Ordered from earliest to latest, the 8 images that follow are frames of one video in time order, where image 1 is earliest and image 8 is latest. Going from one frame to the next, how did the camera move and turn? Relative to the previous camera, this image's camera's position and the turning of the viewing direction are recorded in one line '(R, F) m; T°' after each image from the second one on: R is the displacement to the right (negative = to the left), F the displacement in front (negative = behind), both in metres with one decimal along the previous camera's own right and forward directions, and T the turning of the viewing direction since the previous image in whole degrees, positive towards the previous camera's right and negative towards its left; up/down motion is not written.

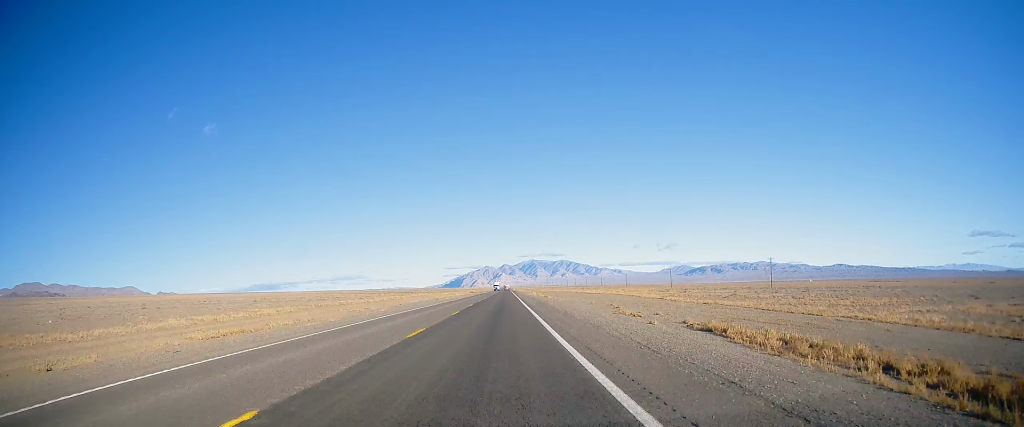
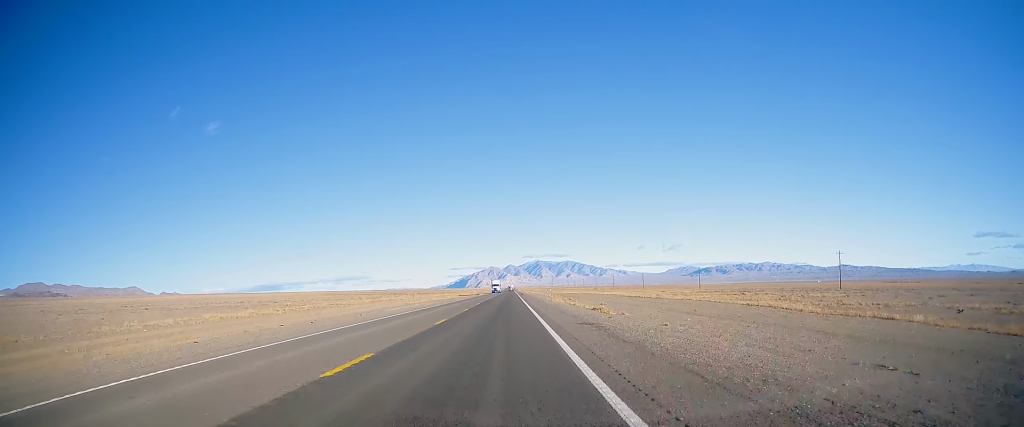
(0.0, +43.3) m; 0°
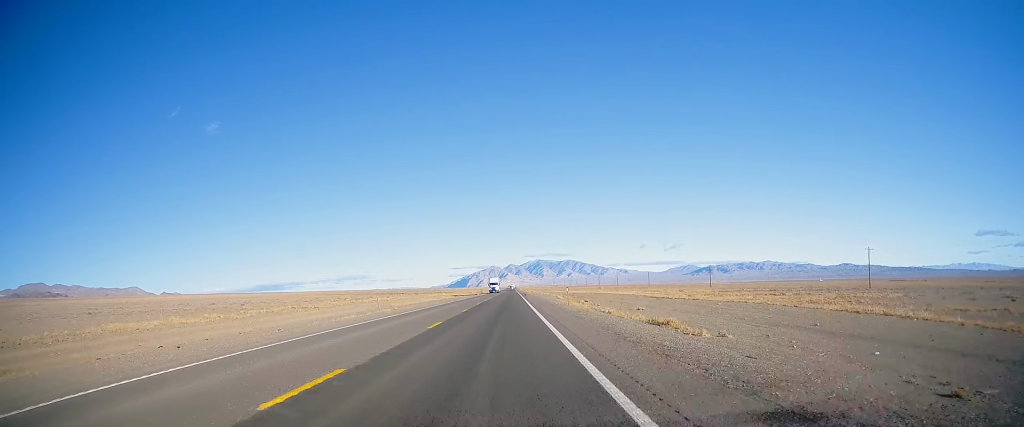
(-0.1, +14.3) m; 0°
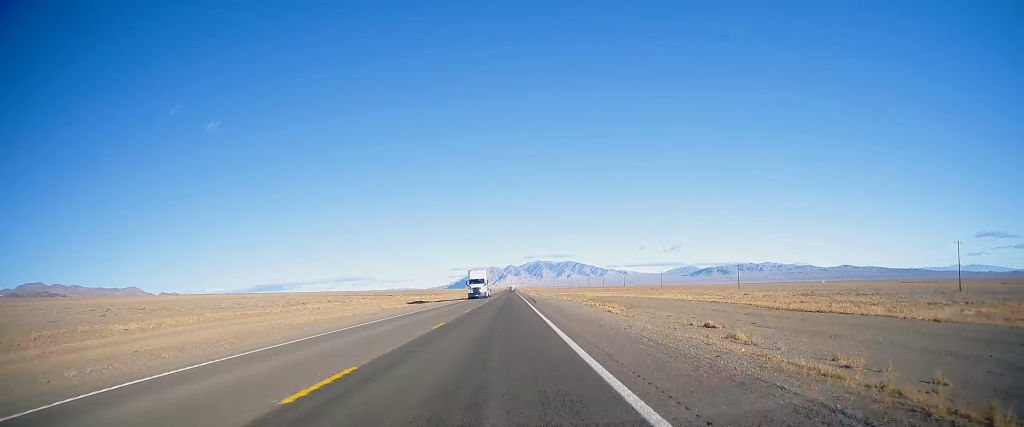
(0.0, +35.8) m; 0°
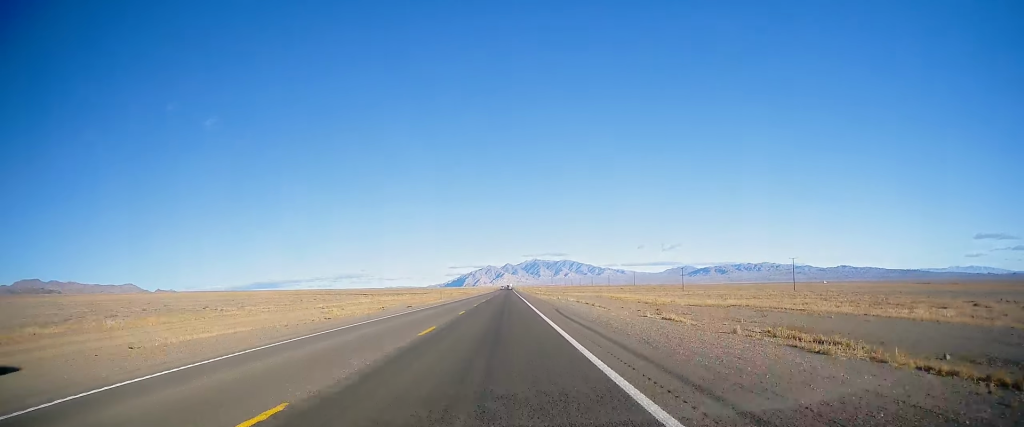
(0.0, +51.3) m; 0°
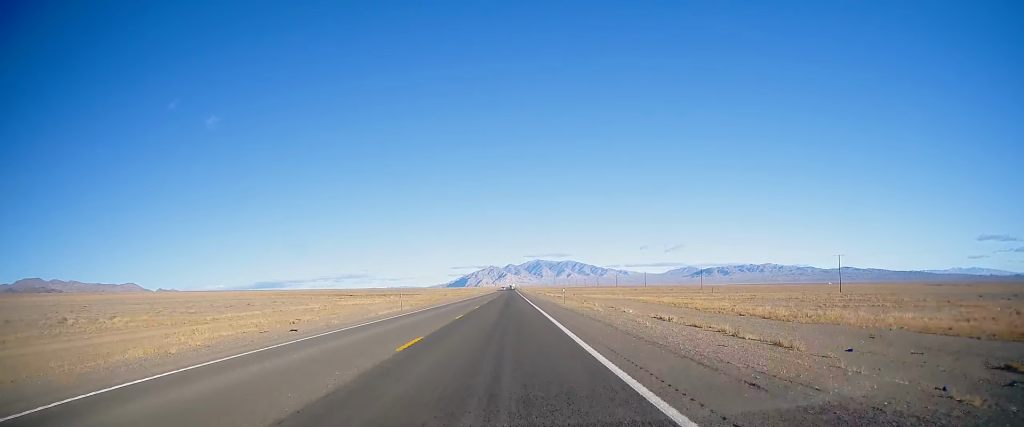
(0.0, +27.7) m; 0°
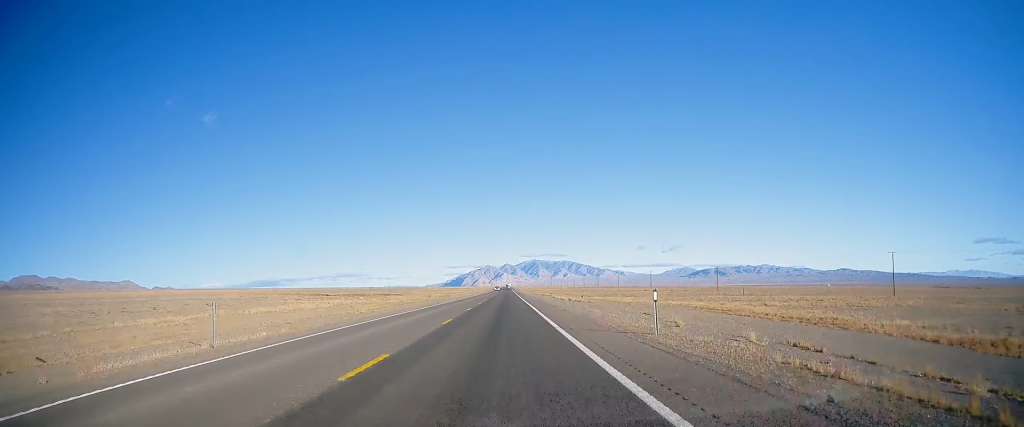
(-0.1, +27.8) m; -1°
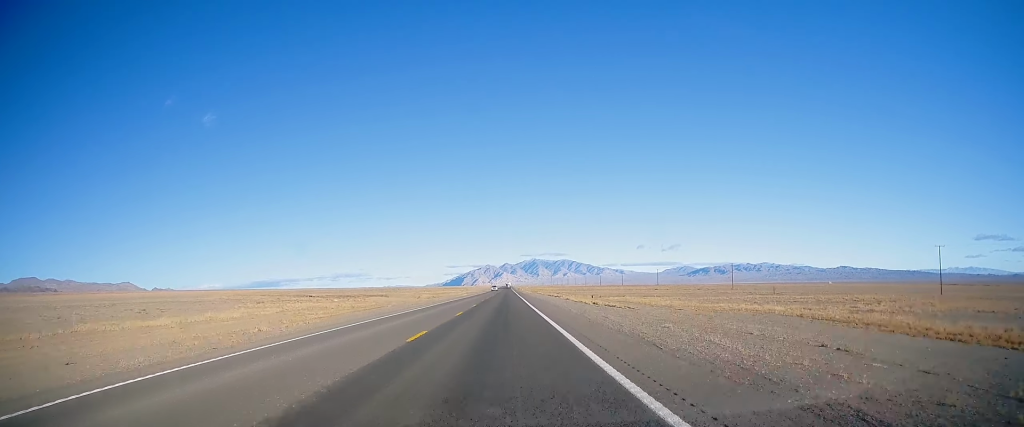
(-0.3, +18.6) m; 0°
